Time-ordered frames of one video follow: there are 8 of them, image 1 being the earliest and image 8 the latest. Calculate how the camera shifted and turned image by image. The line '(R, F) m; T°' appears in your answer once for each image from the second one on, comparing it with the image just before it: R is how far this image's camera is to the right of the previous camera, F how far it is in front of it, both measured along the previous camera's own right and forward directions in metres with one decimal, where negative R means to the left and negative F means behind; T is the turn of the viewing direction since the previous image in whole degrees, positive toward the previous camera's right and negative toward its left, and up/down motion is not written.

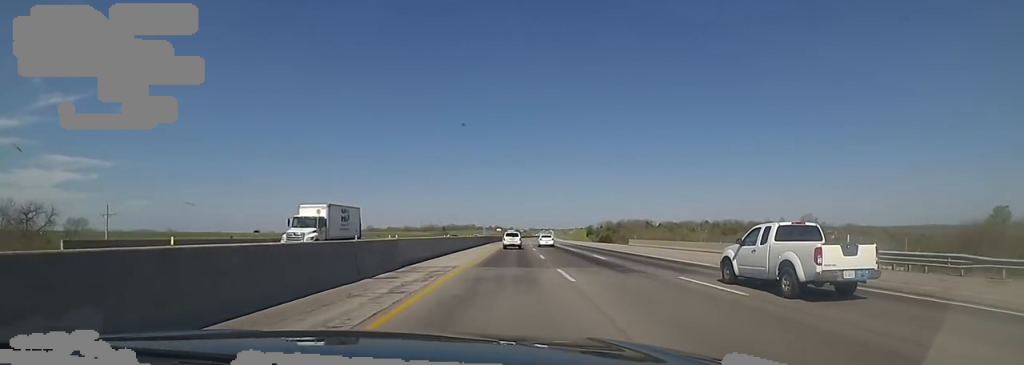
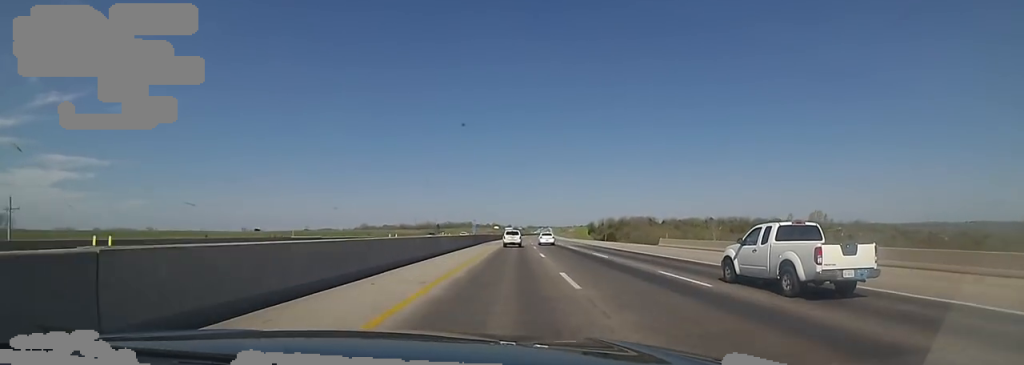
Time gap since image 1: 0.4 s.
(0.0, +15.6) m; +1°
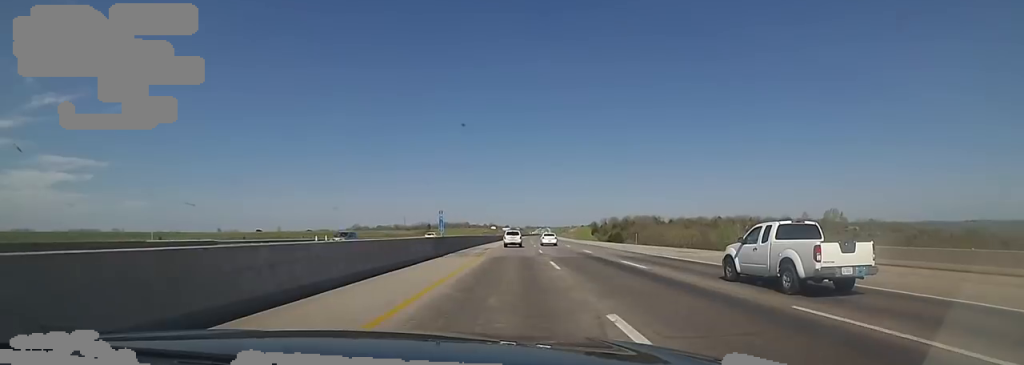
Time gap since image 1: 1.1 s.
(-0.3, +24.0) m; +2°
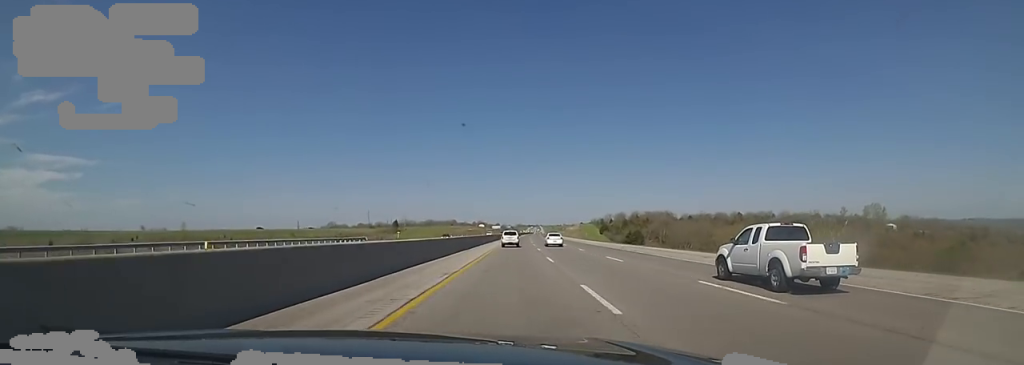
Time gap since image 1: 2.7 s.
(+2.3, +56.4) m; +1°
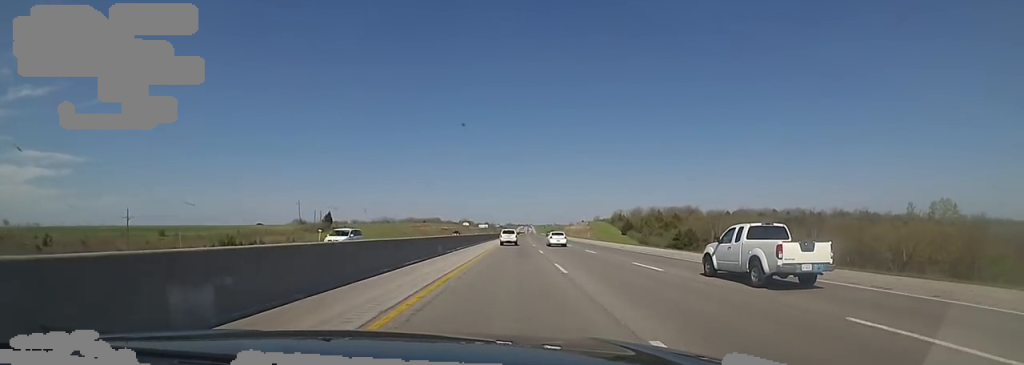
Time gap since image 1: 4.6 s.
(-1.6, +68.5) m; 0°
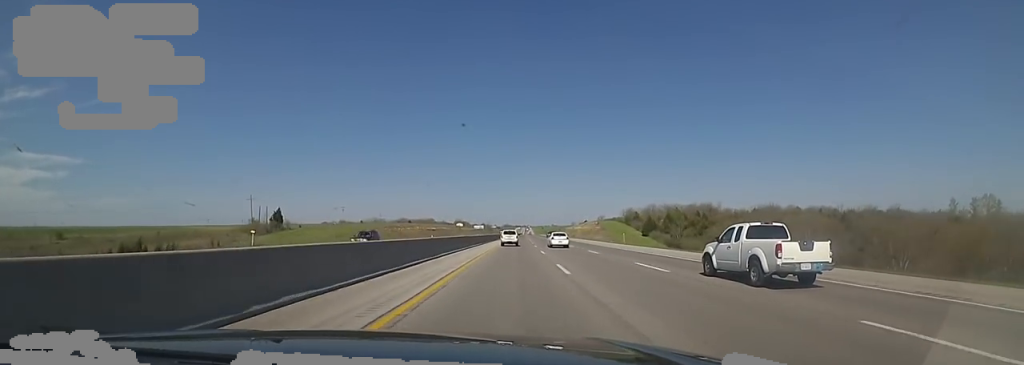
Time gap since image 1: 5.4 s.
(+0.8, +31.3) m; +1°
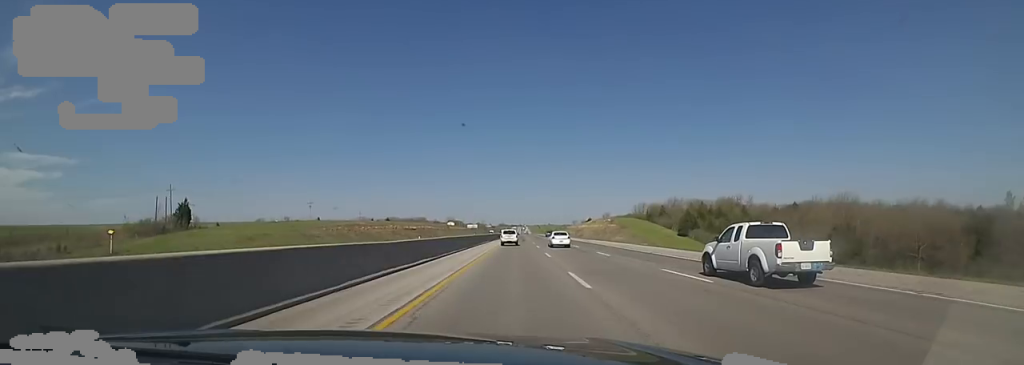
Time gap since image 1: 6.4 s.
(0.0, +34.9) m; +1°
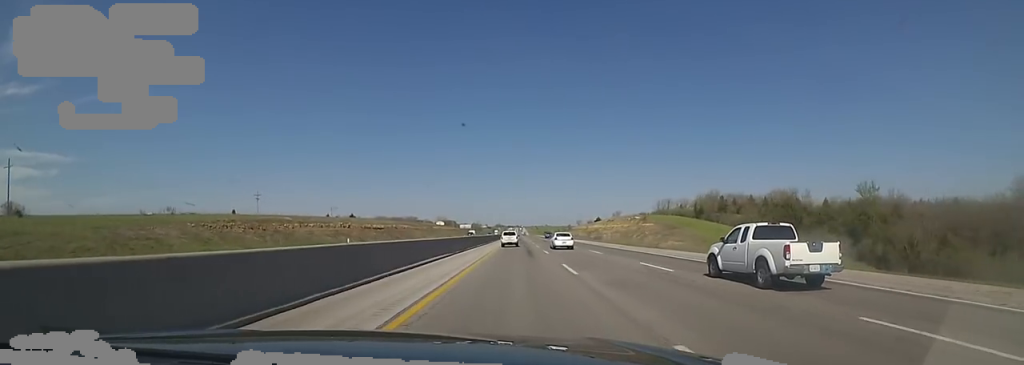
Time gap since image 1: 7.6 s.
(+0.8, +42.0) m; +2°
